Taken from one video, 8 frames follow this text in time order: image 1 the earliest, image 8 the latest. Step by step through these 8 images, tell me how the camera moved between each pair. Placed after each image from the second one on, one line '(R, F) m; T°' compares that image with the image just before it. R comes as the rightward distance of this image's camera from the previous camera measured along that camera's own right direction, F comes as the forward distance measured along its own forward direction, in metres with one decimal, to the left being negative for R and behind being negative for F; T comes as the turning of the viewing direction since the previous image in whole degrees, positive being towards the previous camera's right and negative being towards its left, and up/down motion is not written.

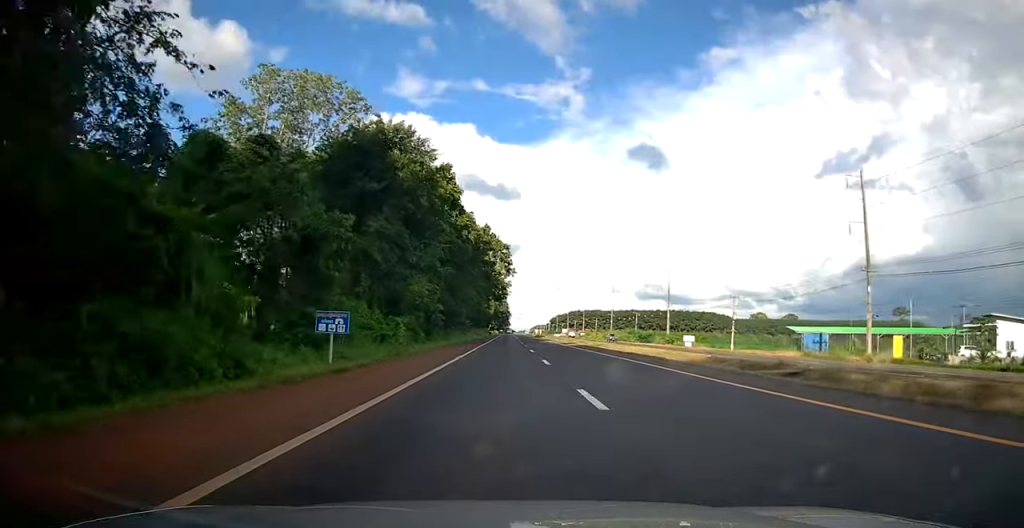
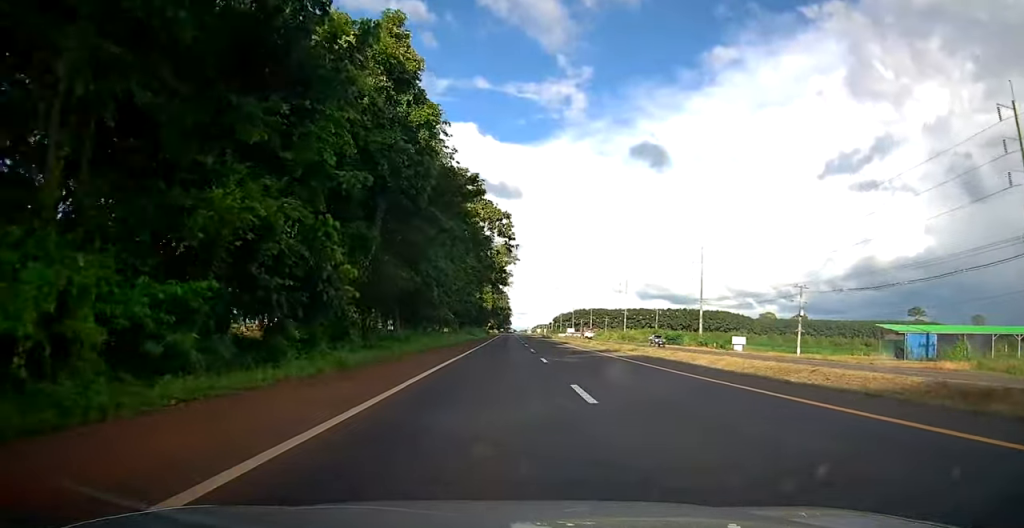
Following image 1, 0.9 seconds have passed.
(0.0, +23.7) m; 0°
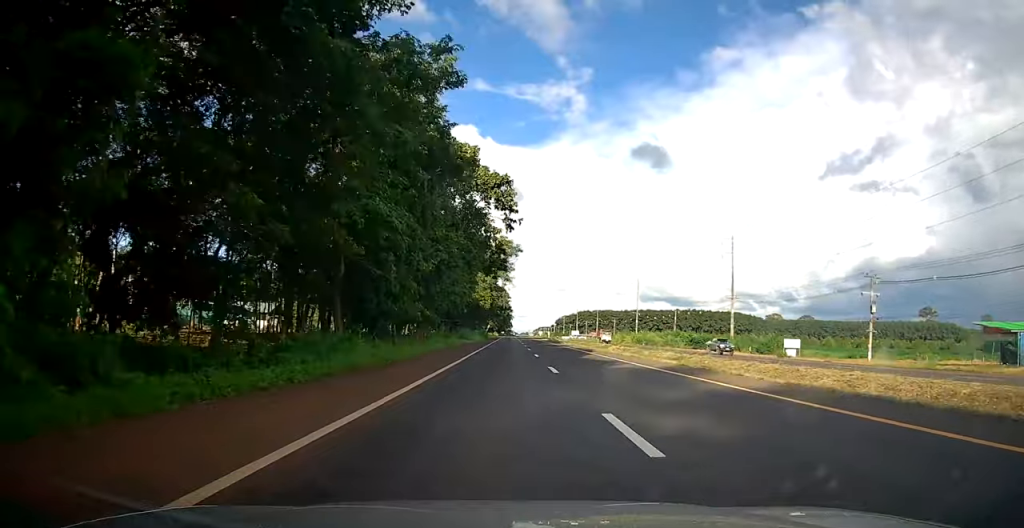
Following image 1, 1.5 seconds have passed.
(0.0, +17.3) m; 0°
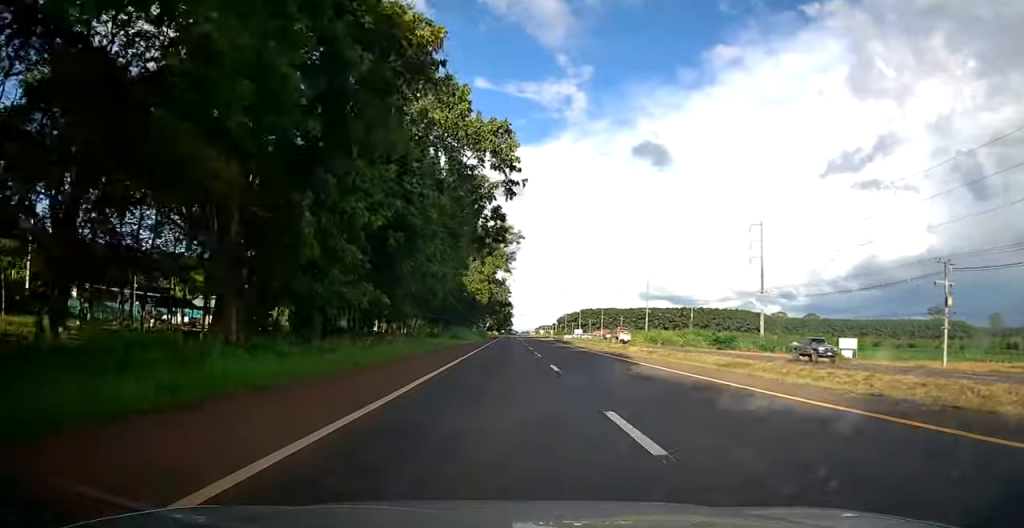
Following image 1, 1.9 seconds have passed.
(0.0, +13.2) m; 0°
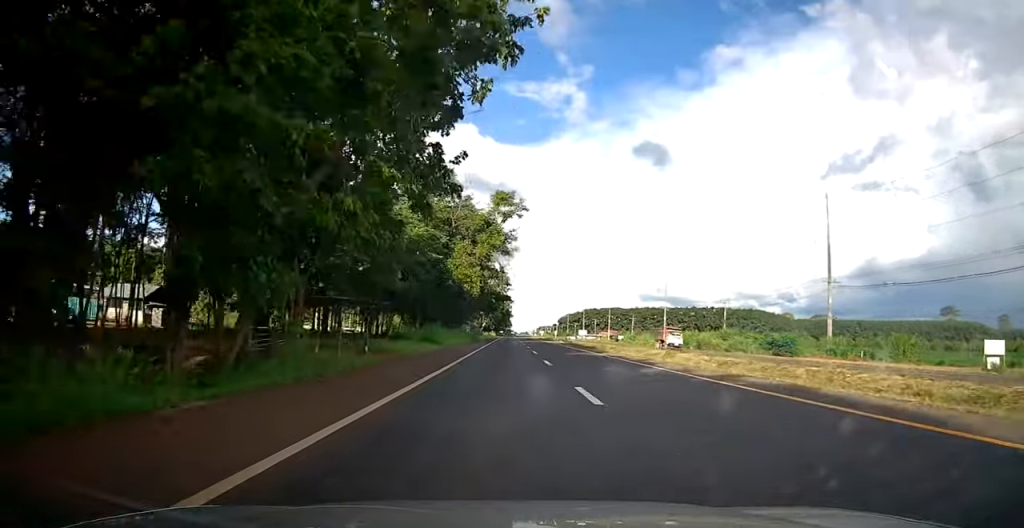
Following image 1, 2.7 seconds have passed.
(0.0, +23.7) m; +1°
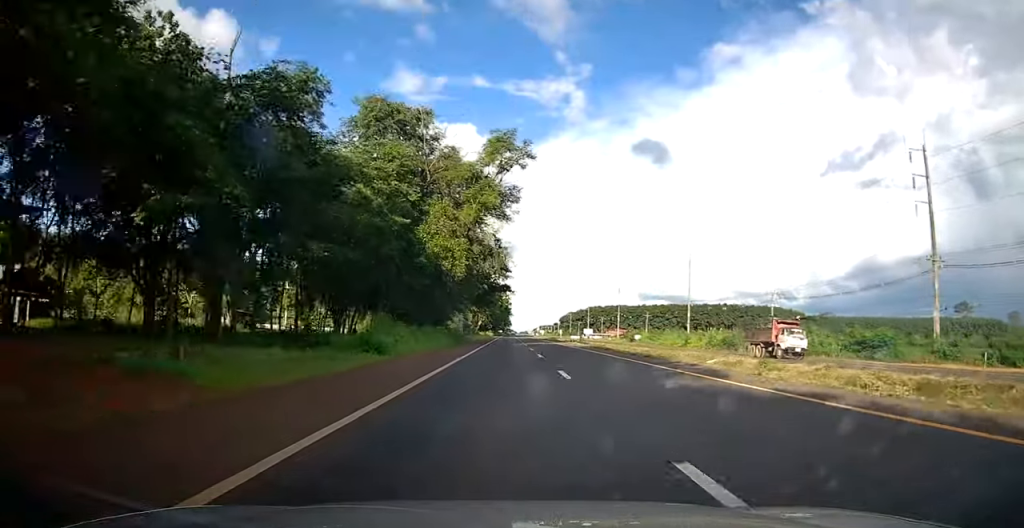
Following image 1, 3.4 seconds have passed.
(+0.1, +22.2) m; +1°
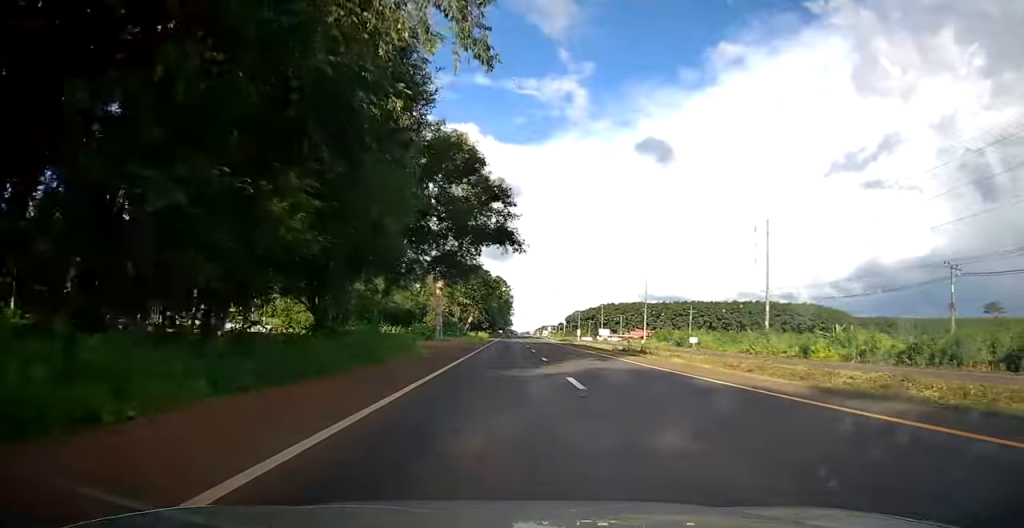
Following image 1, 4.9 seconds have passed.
(+0.3, +40.0) m; 0°
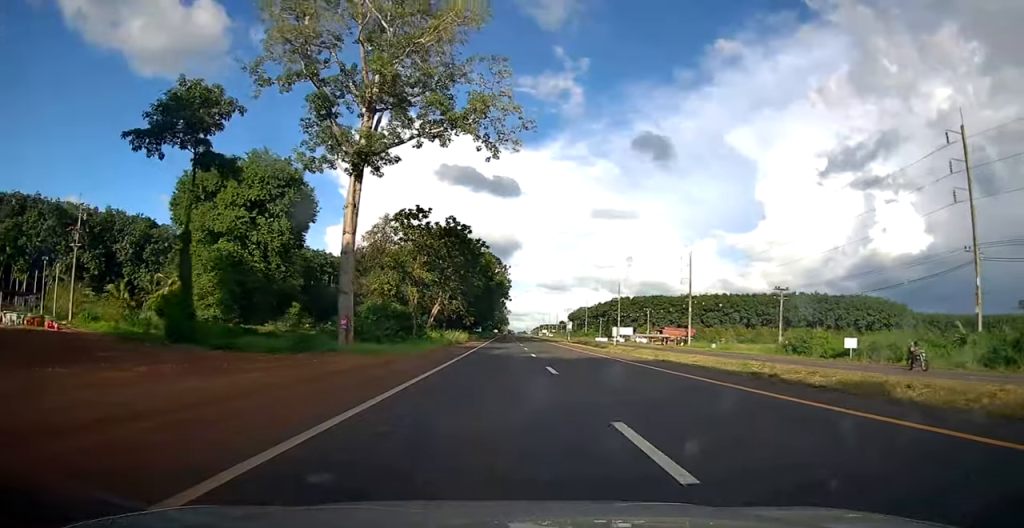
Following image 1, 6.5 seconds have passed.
(-0.3, +42.6) m; 0°
